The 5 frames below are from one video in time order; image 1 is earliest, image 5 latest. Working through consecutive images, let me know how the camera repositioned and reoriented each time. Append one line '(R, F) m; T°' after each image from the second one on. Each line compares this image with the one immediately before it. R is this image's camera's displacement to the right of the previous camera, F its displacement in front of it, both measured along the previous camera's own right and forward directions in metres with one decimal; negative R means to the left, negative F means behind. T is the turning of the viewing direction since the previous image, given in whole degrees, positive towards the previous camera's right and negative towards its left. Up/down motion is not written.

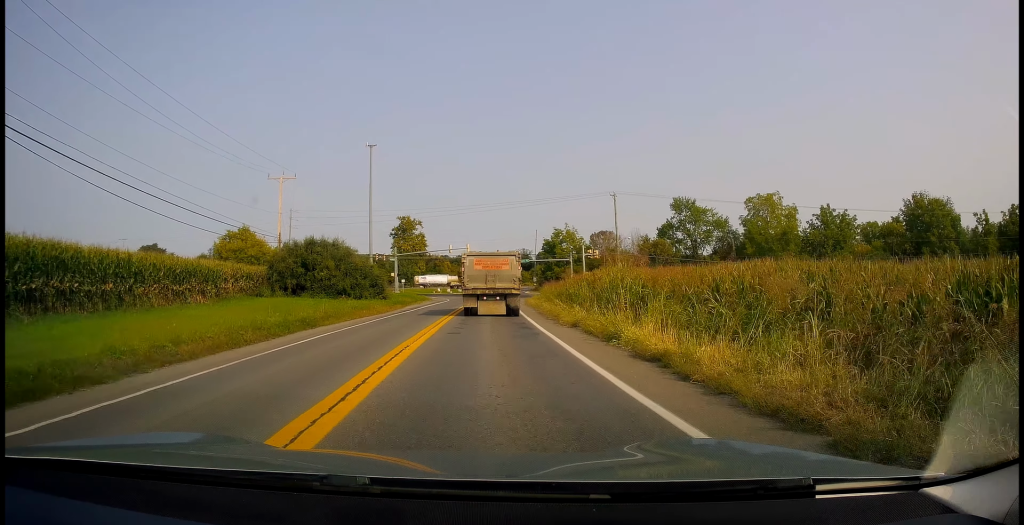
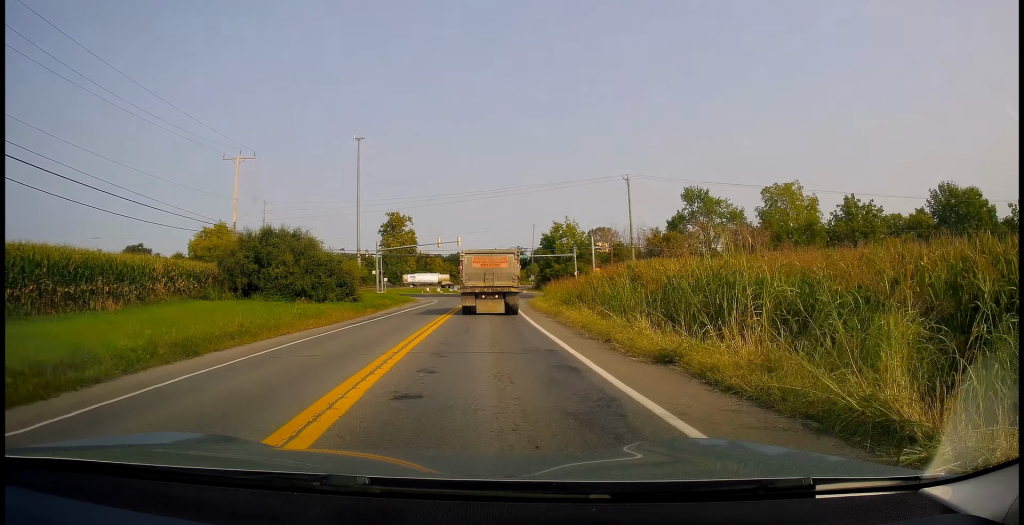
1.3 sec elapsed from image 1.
(-0.2, +9.1) m; +1°
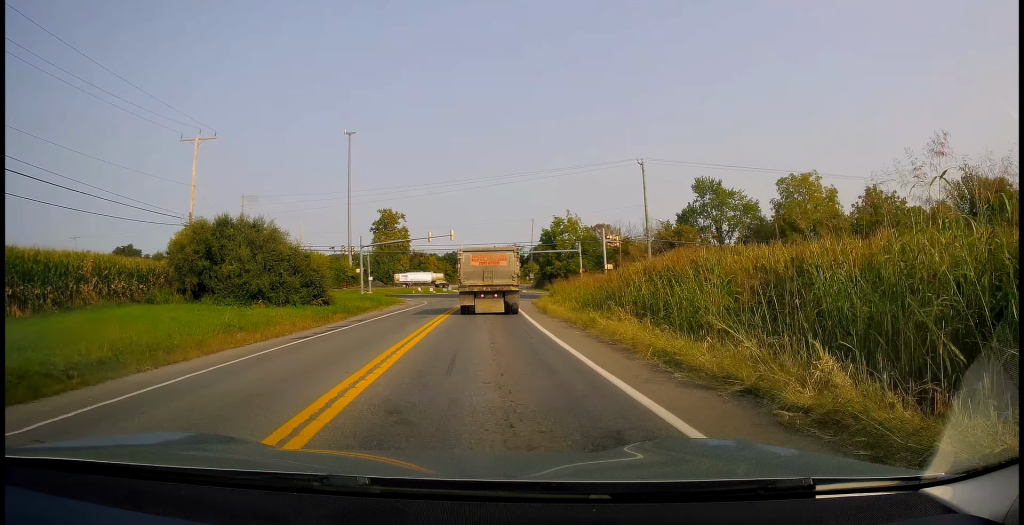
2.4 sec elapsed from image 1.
(+0.3, +6.4) m; +1°
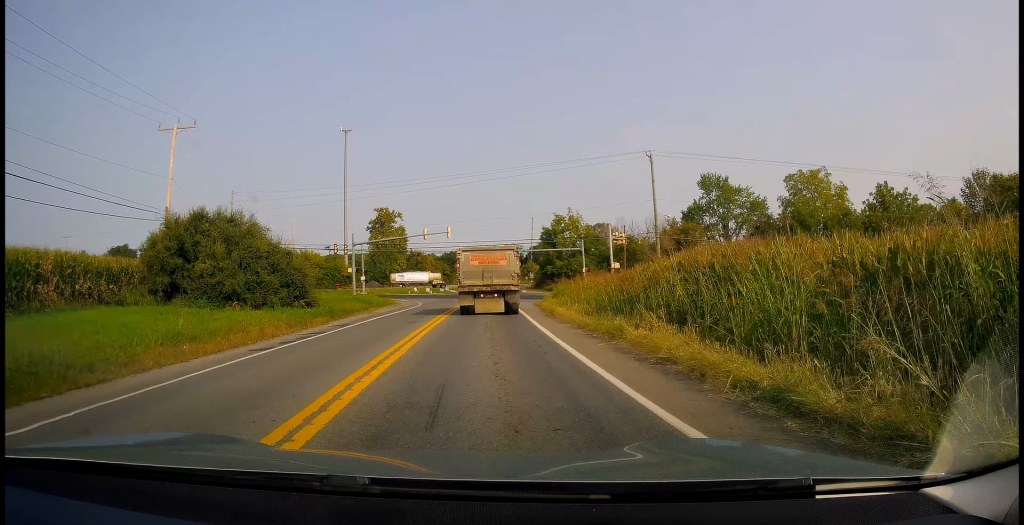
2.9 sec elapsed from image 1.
(+0.2, +3.2) m; -1°
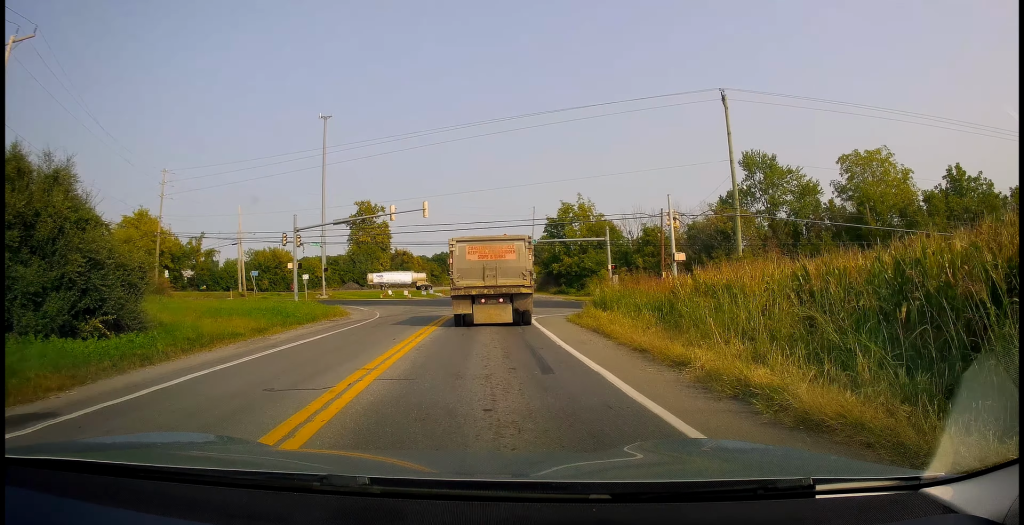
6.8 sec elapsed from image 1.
(+0.5, +16.8) m; +2°
